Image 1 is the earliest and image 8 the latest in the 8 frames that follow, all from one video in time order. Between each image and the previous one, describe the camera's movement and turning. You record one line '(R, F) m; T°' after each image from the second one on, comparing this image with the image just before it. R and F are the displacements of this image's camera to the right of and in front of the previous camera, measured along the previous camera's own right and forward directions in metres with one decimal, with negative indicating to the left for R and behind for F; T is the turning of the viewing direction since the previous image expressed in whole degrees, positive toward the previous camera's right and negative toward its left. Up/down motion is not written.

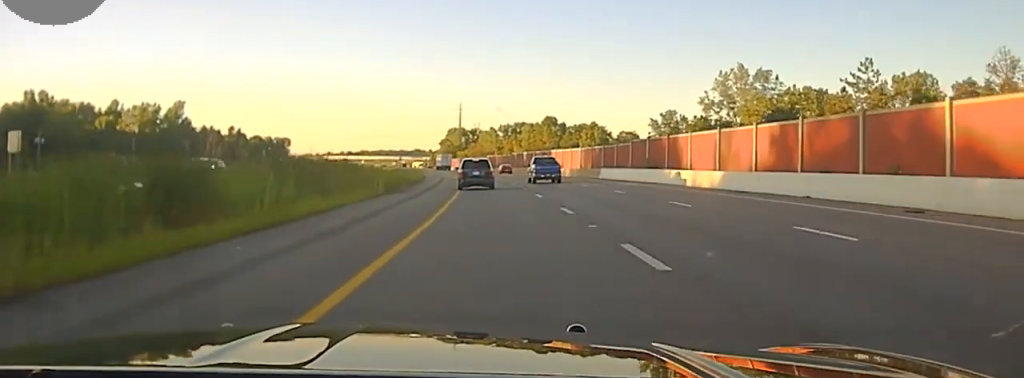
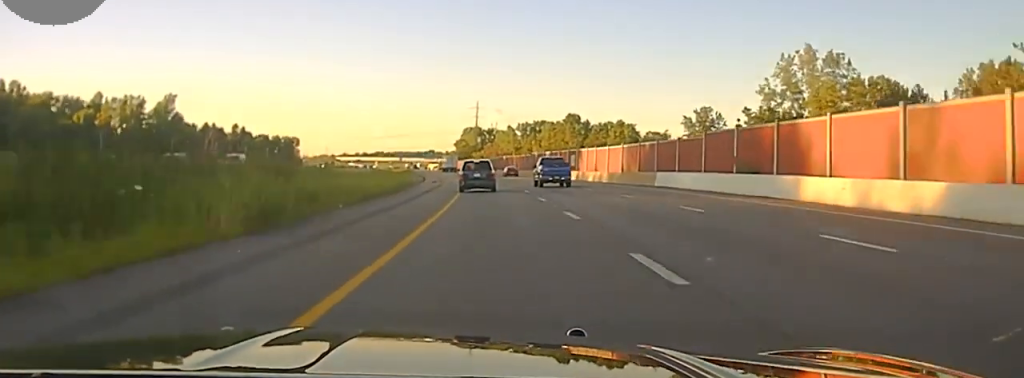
(-0.1, +23.3) m; -2°
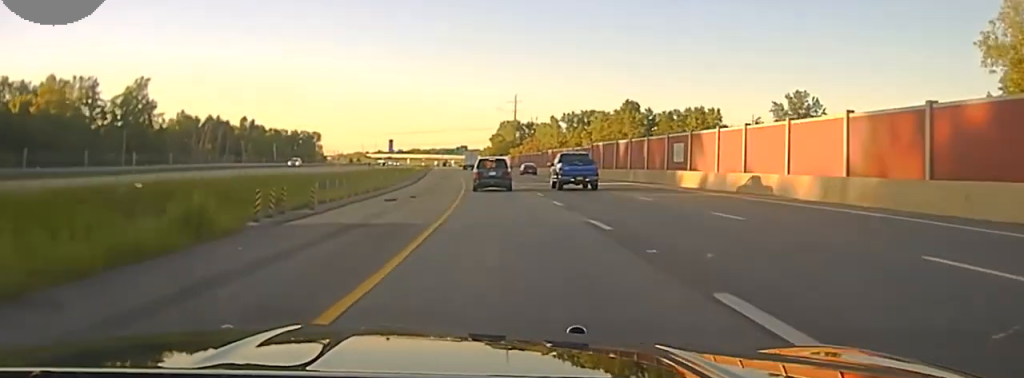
(-1.6, +48.0) m; -3°
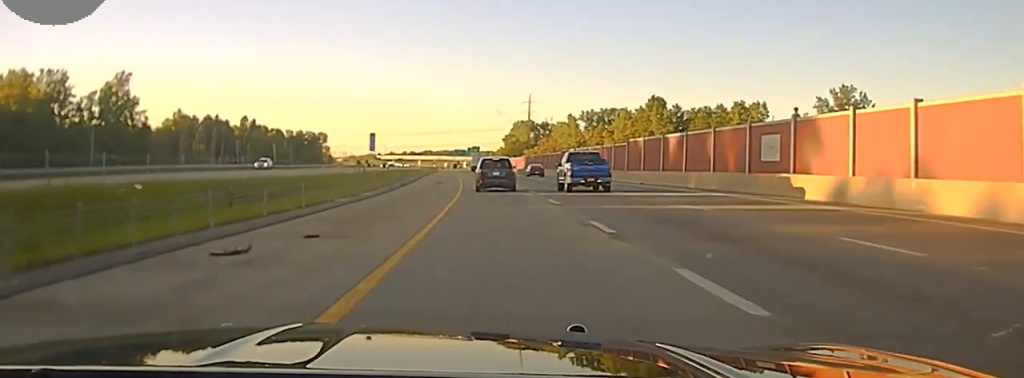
(+0.1, +19.1) m; -1°
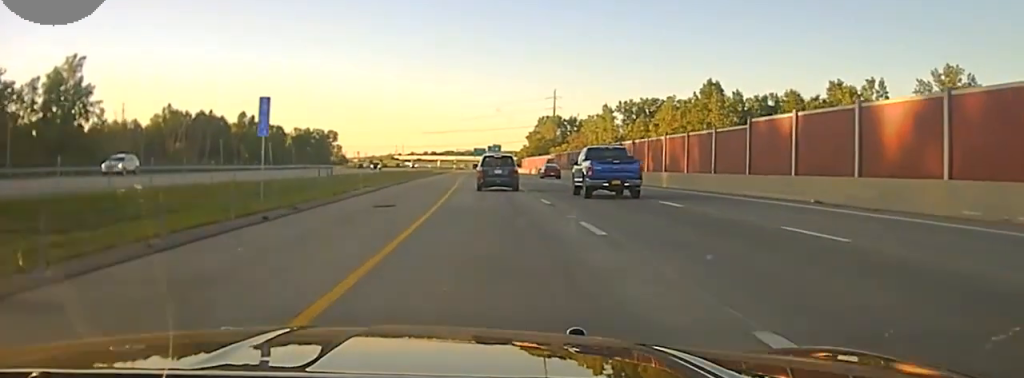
(-0.6, +35.0) m; -2°
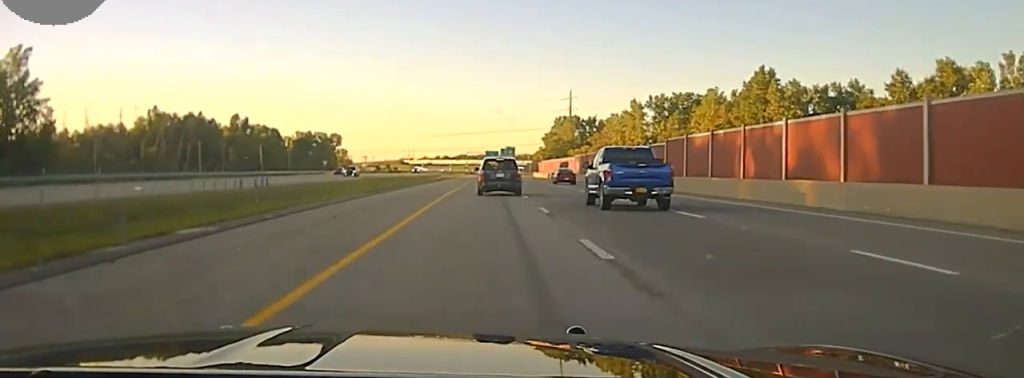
(-0.3, +27.0) m; -1°
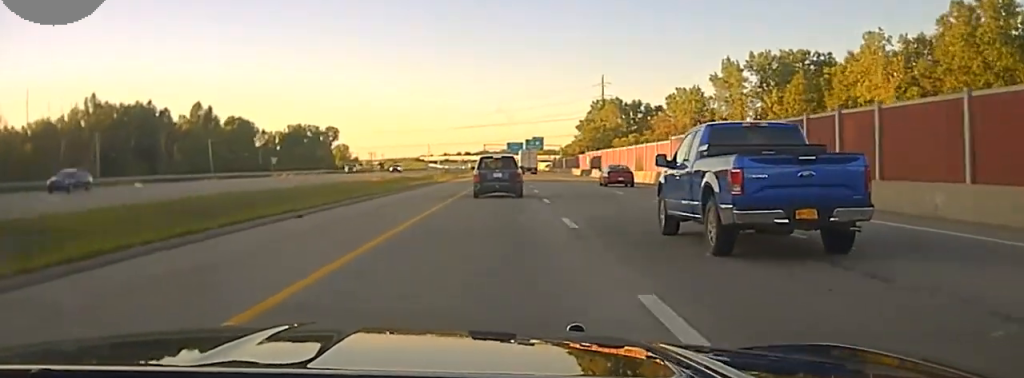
(-0.9, +66.6) m; -1°
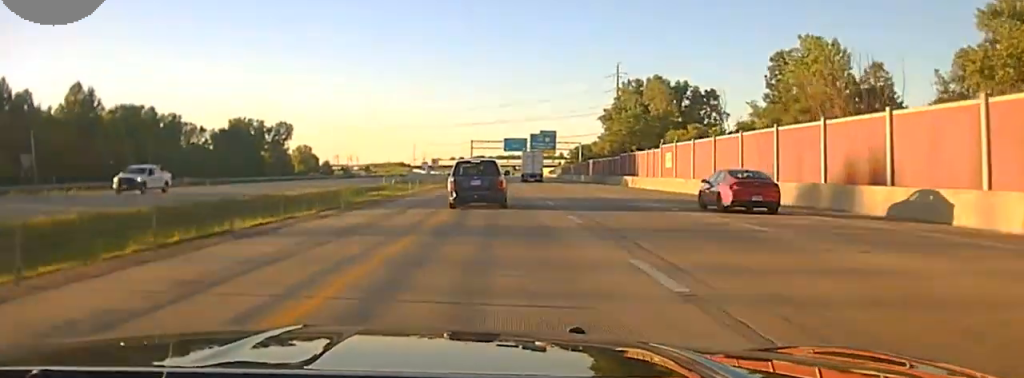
(-0.3, +82.2) m; 0°
